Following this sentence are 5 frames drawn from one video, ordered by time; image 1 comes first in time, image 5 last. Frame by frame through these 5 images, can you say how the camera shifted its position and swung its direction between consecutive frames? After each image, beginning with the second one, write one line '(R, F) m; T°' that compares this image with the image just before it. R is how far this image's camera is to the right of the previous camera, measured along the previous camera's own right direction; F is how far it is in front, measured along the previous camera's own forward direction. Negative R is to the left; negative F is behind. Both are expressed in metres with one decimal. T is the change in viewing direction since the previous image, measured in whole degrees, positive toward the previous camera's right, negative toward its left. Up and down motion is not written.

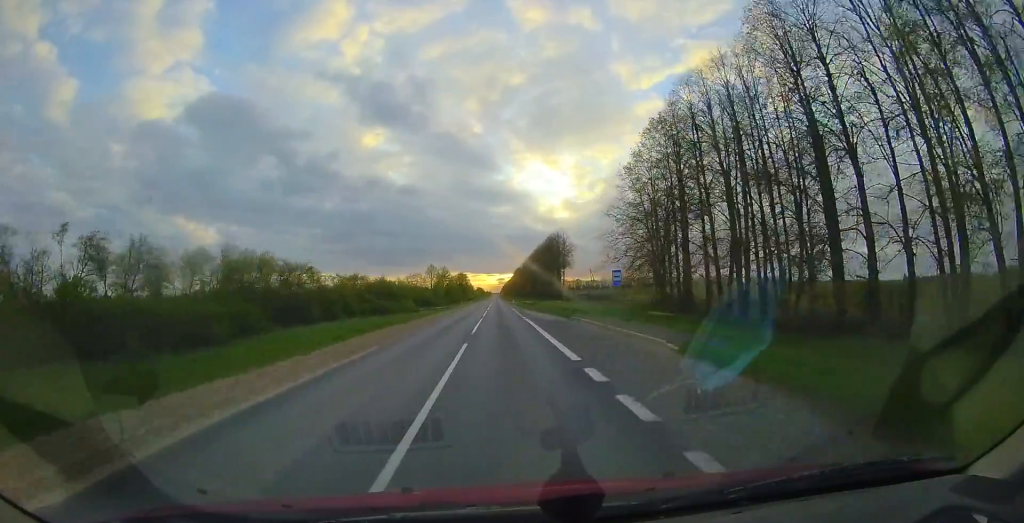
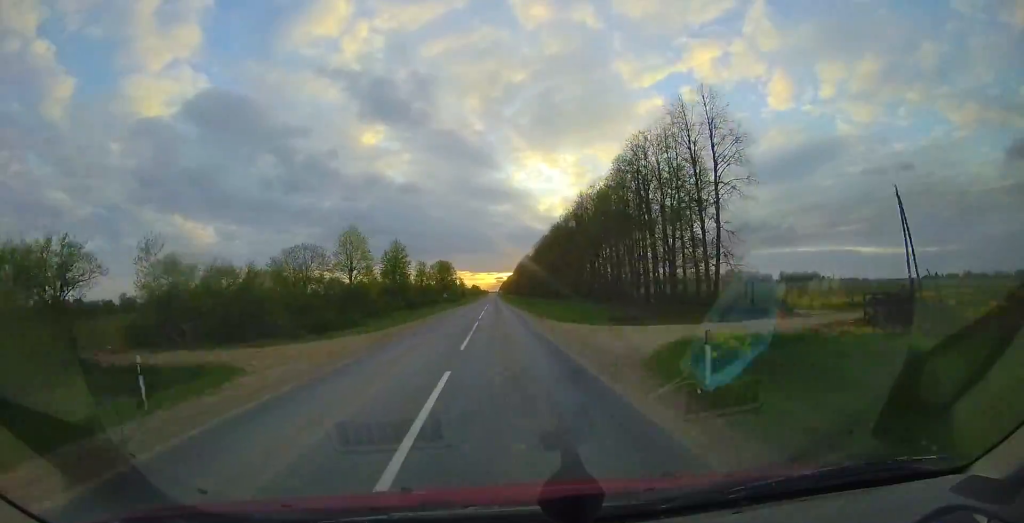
(+0.3, +64.2) m; 0°
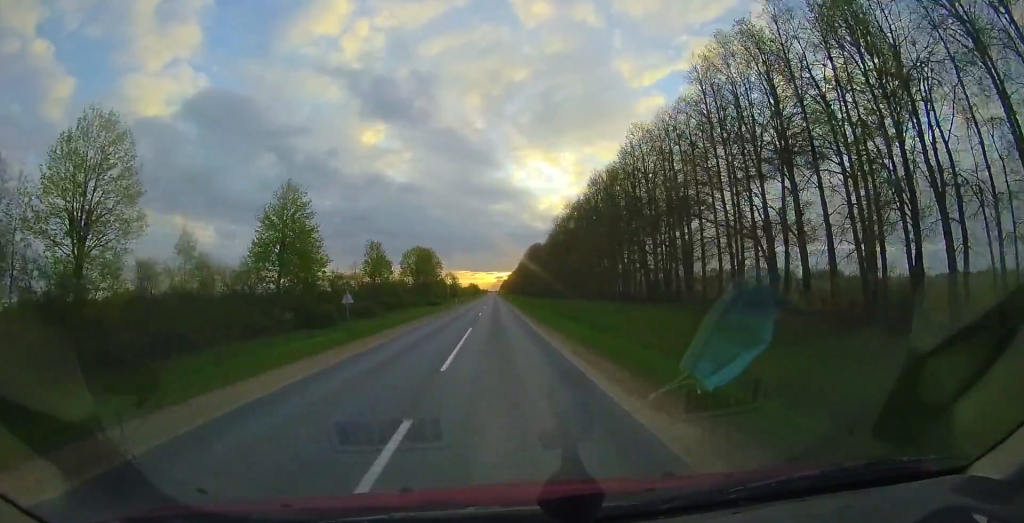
(-0.1, +38.7) m; +1°
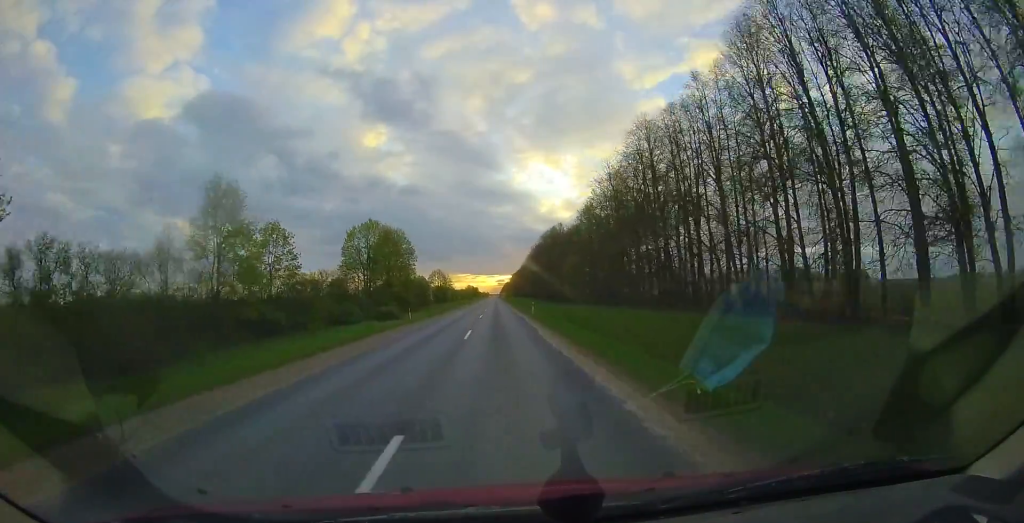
(+0.5, +36.1) m; 0°
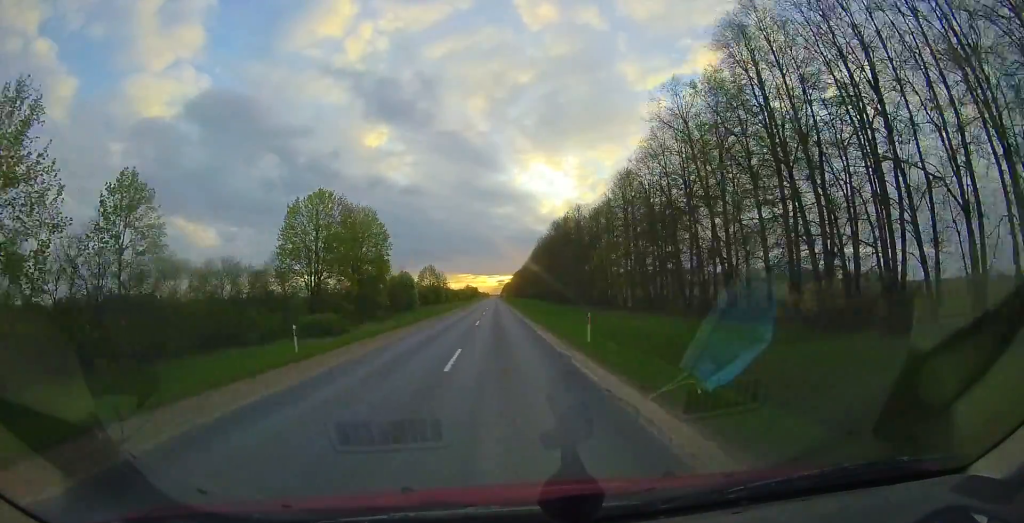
(-0.4, +17.6) m; -1°
